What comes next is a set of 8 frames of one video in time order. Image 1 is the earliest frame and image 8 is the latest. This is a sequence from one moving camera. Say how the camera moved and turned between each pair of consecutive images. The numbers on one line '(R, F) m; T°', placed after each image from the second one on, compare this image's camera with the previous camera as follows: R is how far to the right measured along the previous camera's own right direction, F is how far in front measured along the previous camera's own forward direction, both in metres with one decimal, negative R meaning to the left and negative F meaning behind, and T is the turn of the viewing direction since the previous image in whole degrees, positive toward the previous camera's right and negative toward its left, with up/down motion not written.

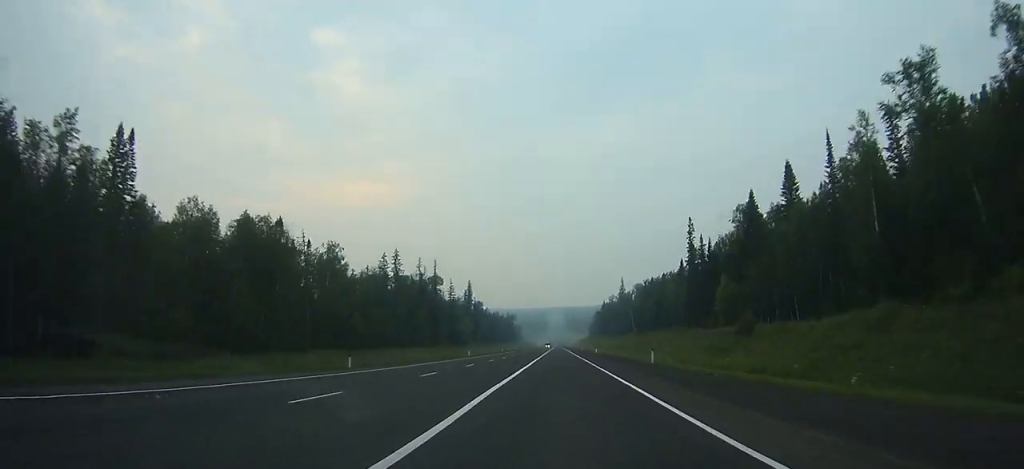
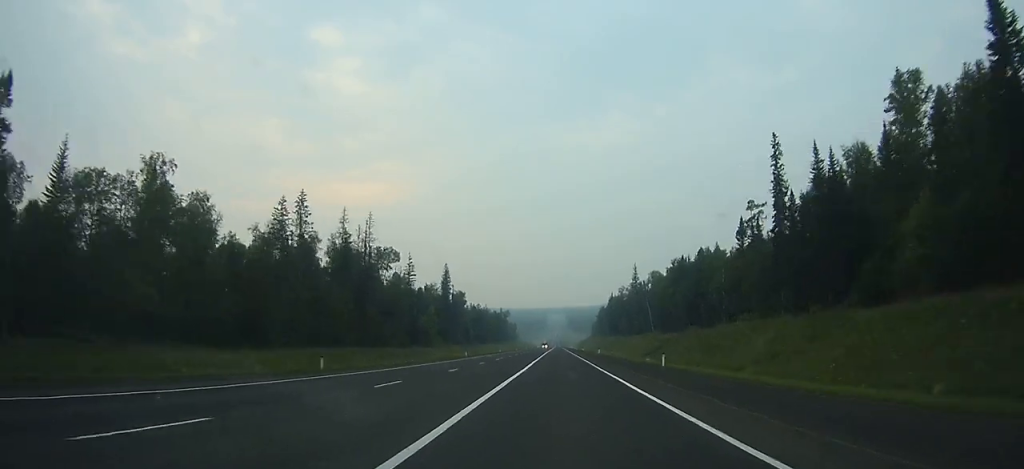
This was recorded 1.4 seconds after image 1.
(0.0, +53.5) m; 0°
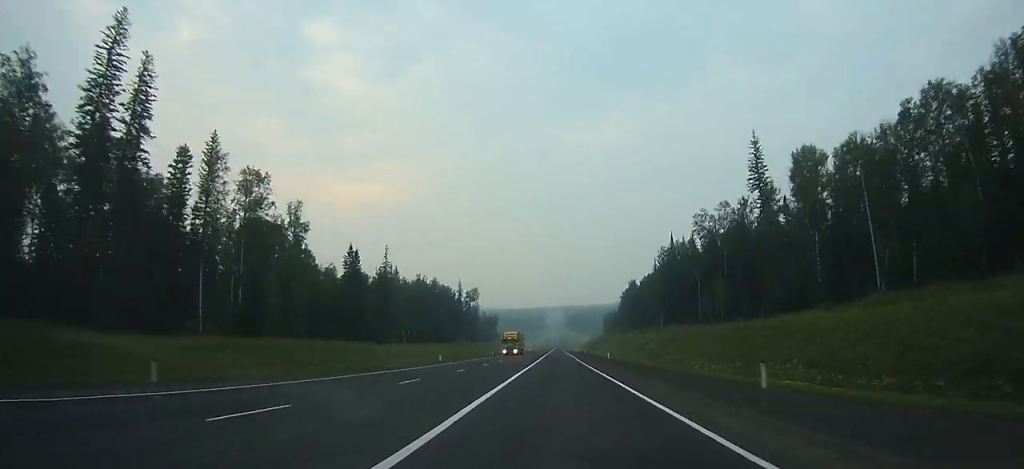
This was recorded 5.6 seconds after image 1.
(-0.2, +159.1) m; 0°
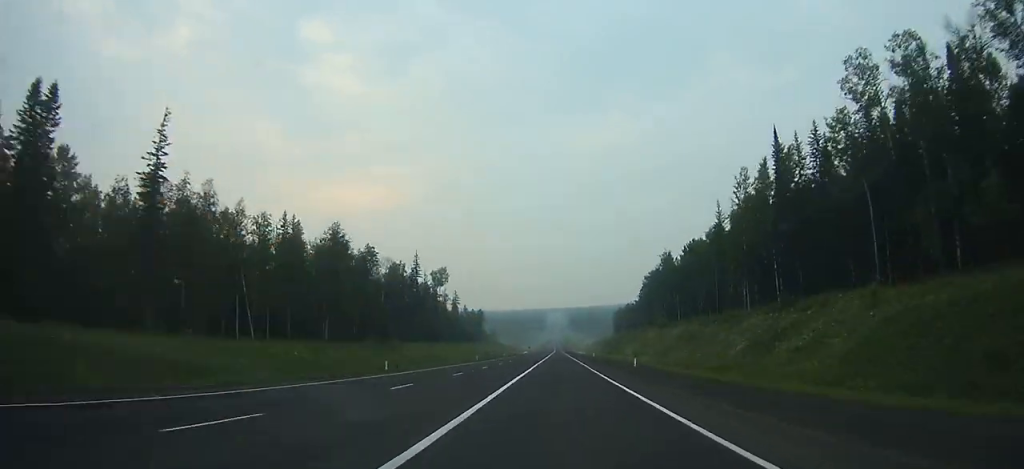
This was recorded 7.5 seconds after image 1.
(0.0, +73.8) m; 0°
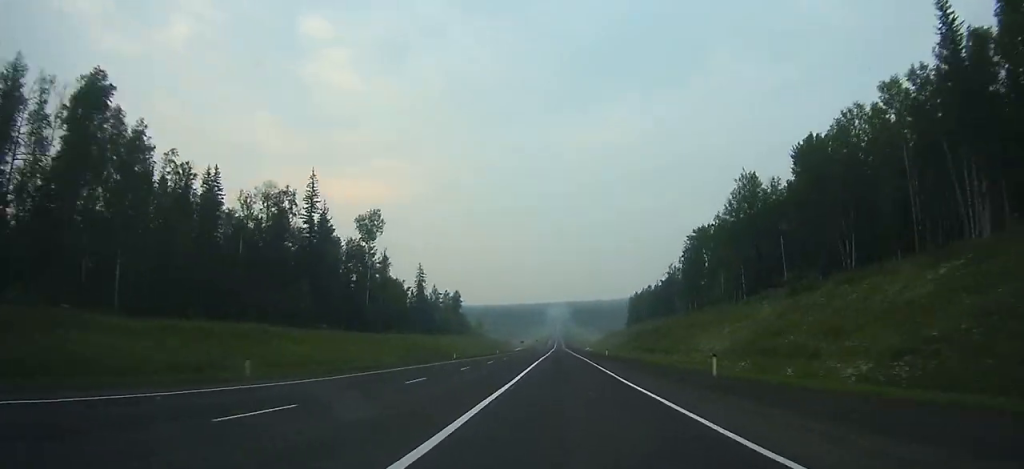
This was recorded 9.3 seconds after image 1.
(0.0, +72.7) m; 0°
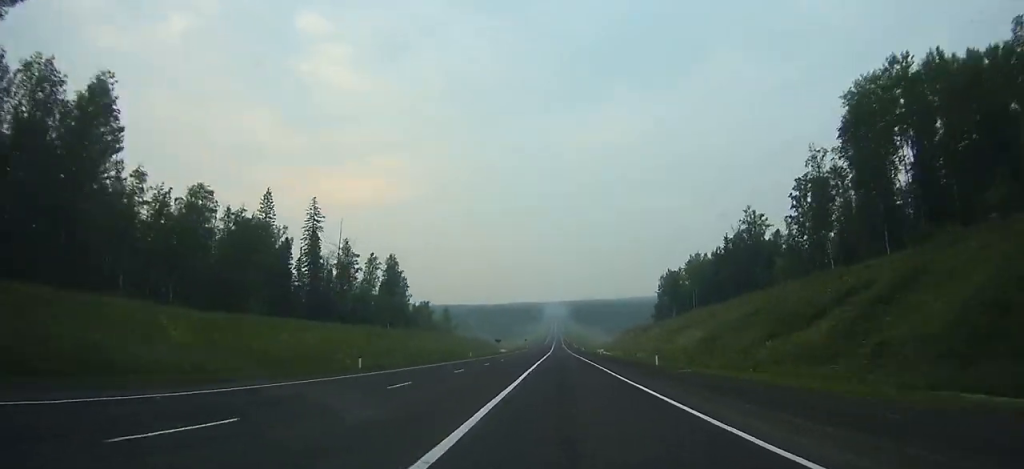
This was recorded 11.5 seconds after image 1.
(0.0, +88.5) m; 0°
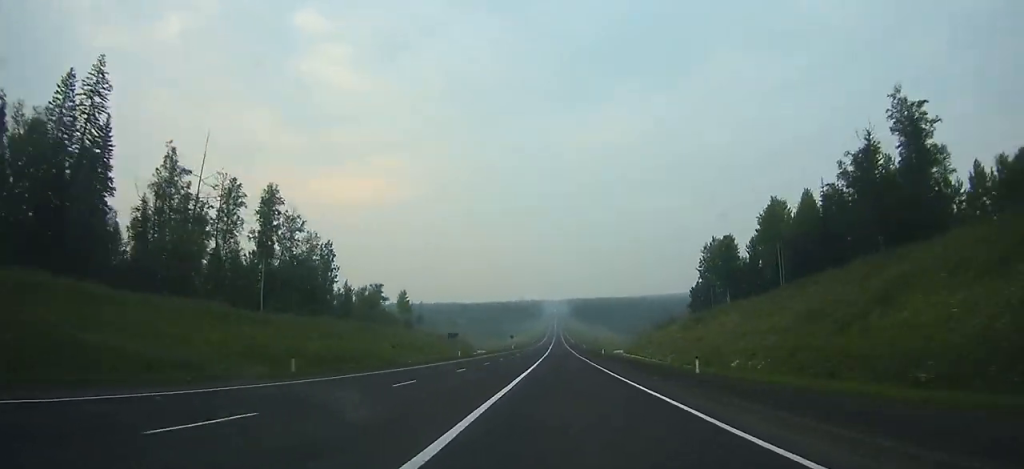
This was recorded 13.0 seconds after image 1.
(-0.1, +60.1) m; 0°
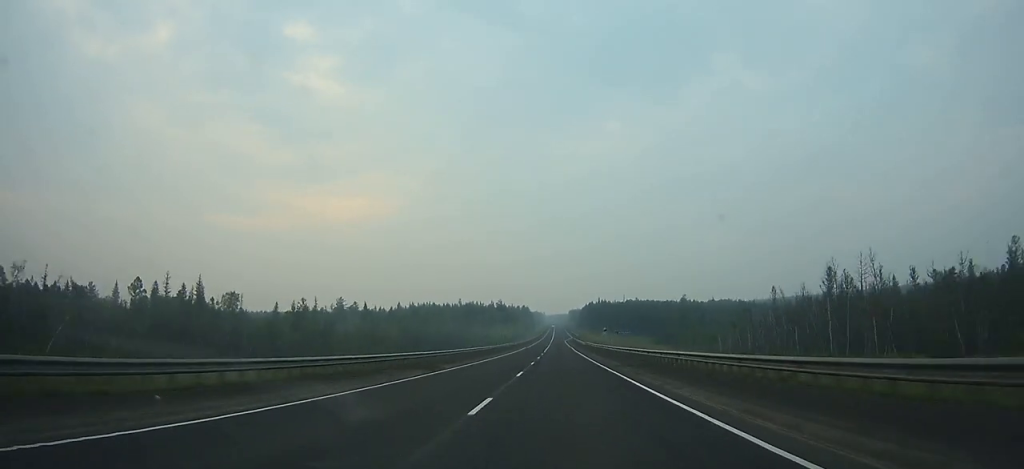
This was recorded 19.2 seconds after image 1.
(0.0, +233.8) m; 0°
